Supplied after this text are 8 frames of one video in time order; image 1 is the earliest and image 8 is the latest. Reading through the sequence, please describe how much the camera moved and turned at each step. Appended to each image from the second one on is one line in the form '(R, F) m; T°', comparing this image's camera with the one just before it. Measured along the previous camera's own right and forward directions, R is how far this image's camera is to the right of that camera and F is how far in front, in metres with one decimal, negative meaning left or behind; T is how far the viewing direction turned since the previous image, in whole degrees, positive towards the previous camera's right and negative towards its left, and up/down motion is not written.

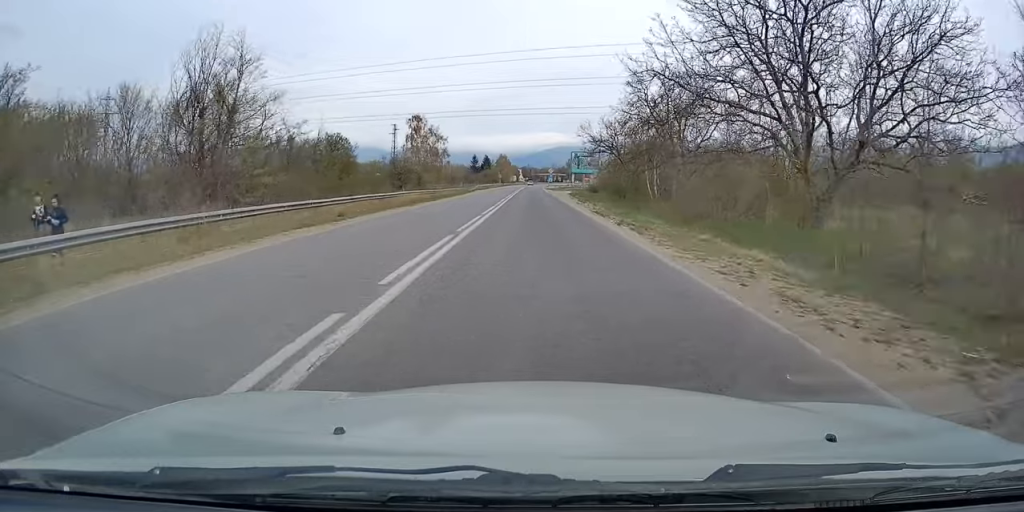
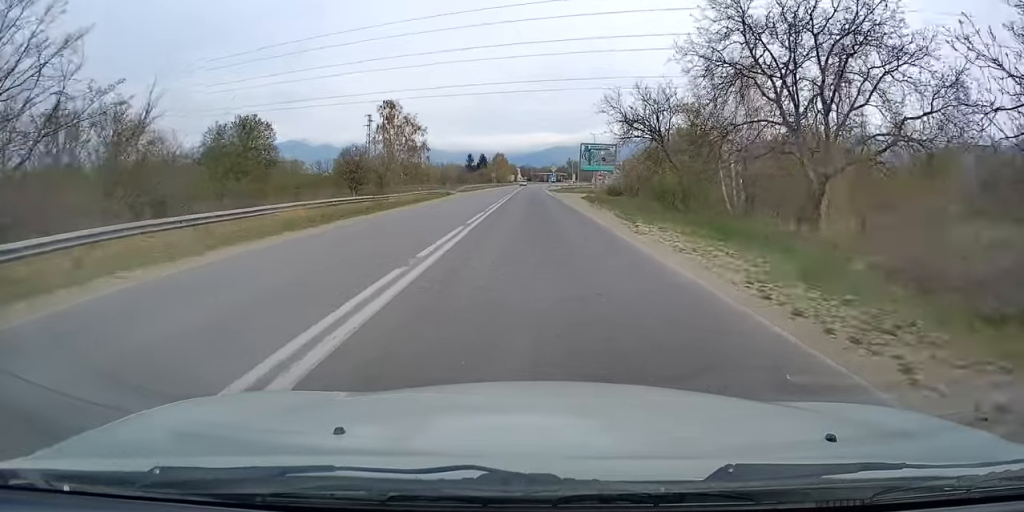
(-0.1, +20.2) m; -1°
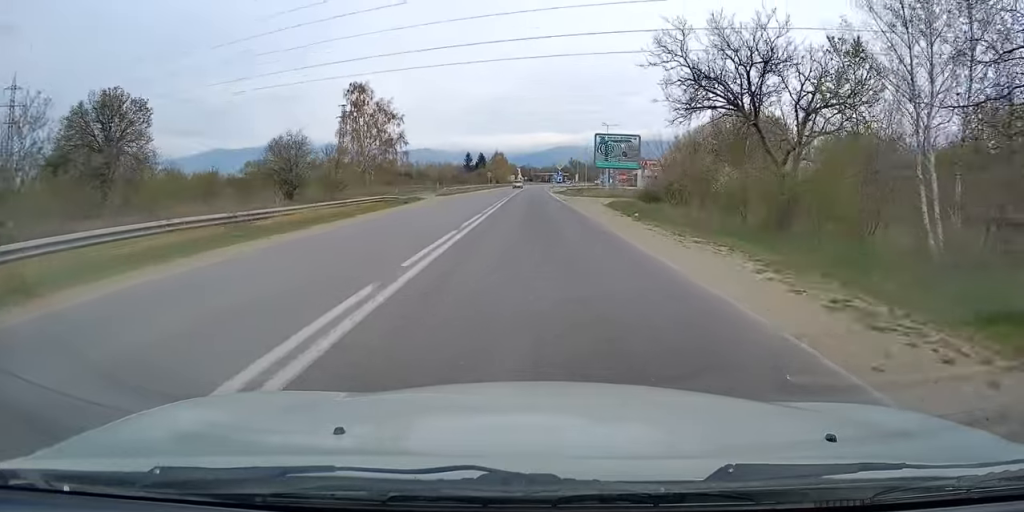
(-0.1, +16.5) m; 0°
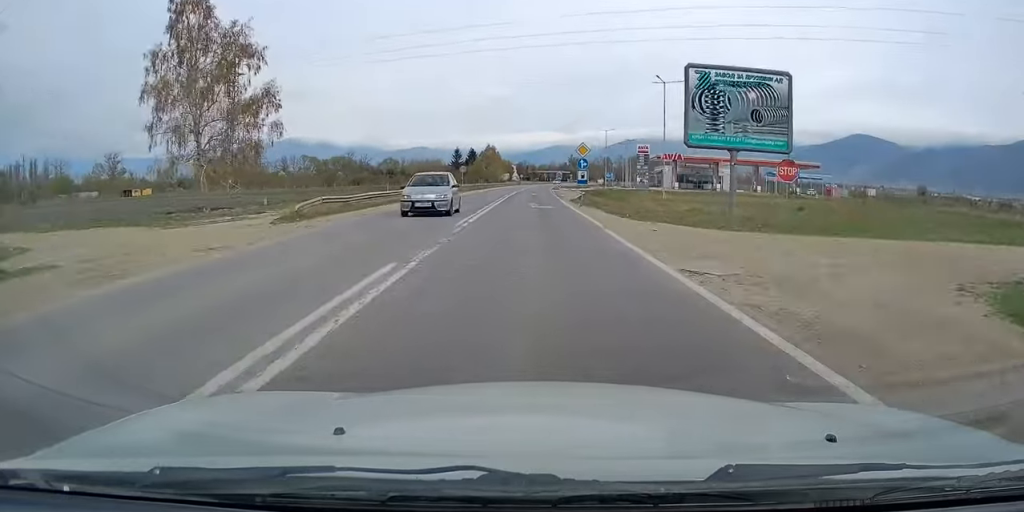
(+0.3, +37.1) m; +1°
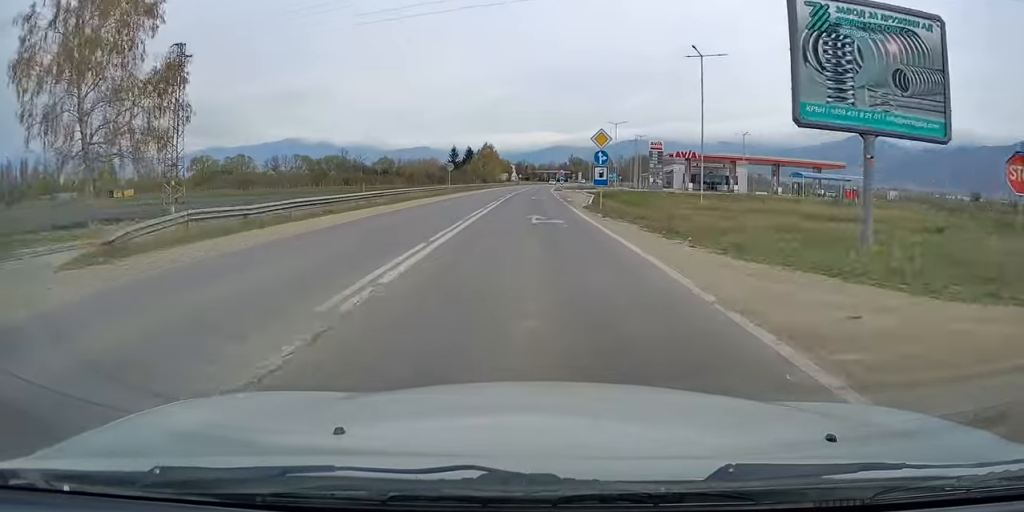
(0.0, +10.6) m; 0°
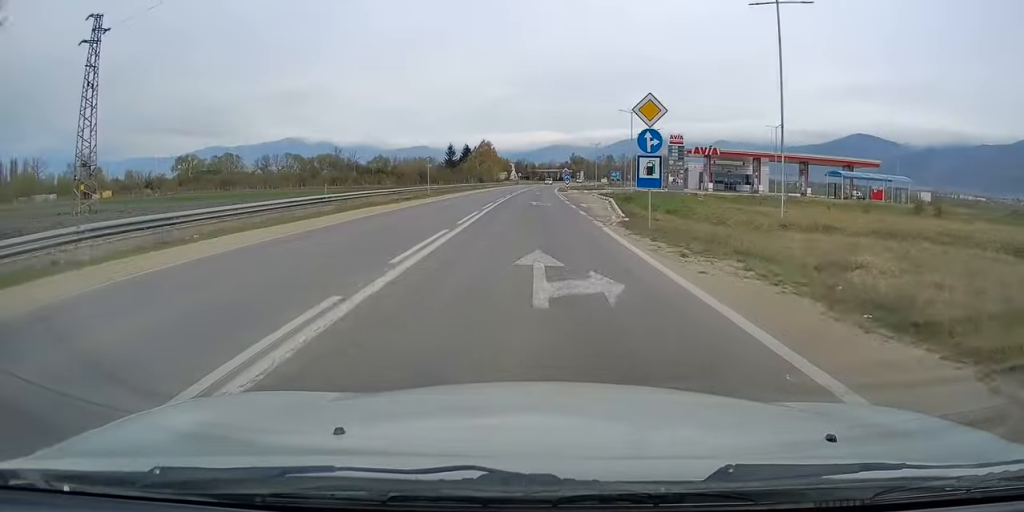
(0.0, +11.9) m; 0°
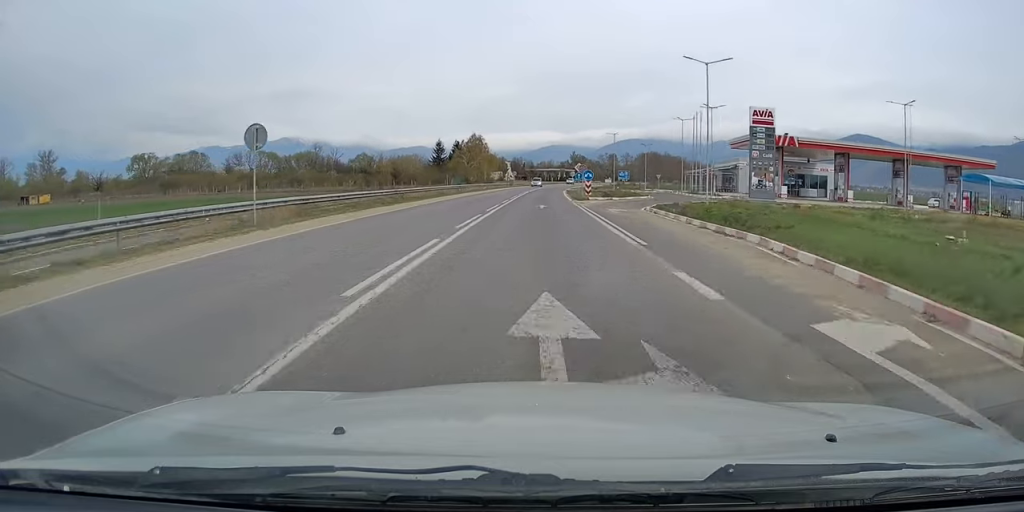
(-0.1, +28.7) m; 0°
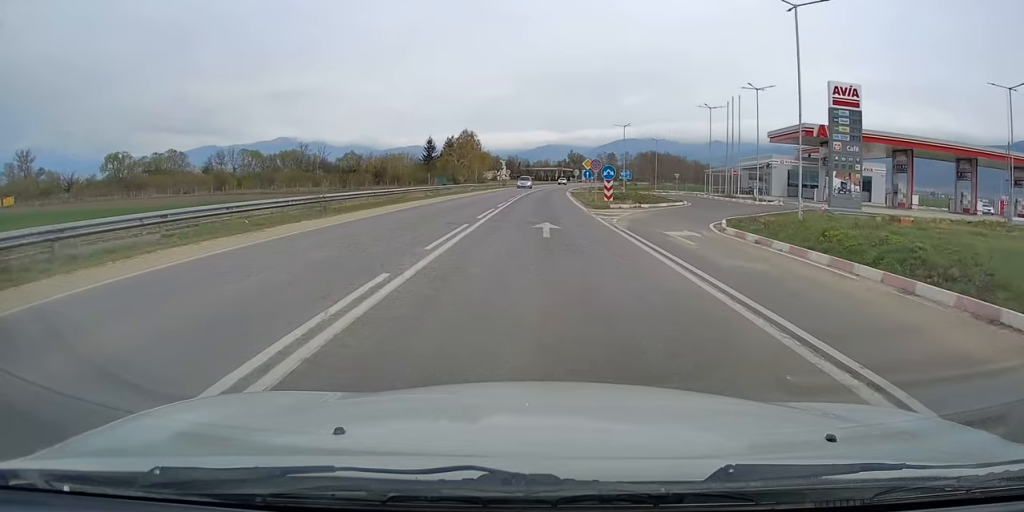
(+0.1, +13.3) m; +1°
